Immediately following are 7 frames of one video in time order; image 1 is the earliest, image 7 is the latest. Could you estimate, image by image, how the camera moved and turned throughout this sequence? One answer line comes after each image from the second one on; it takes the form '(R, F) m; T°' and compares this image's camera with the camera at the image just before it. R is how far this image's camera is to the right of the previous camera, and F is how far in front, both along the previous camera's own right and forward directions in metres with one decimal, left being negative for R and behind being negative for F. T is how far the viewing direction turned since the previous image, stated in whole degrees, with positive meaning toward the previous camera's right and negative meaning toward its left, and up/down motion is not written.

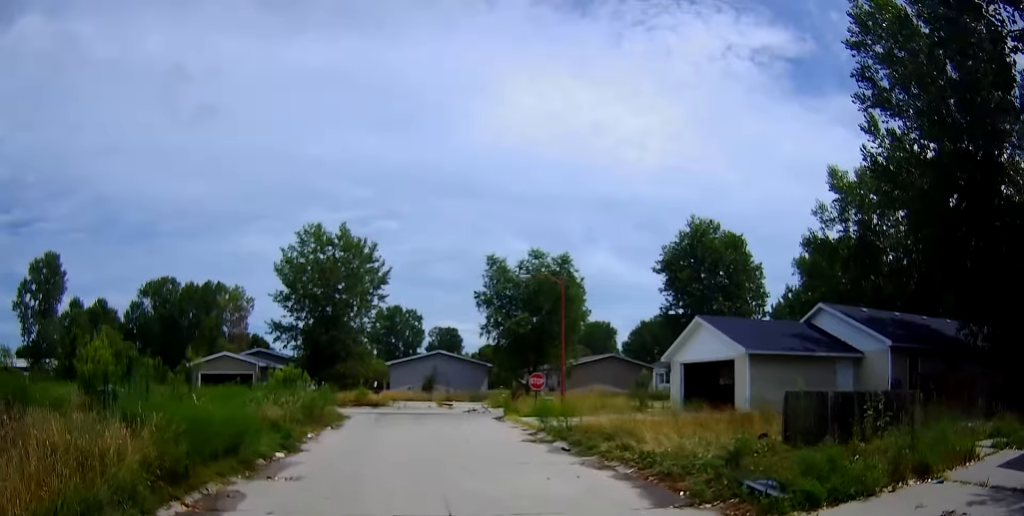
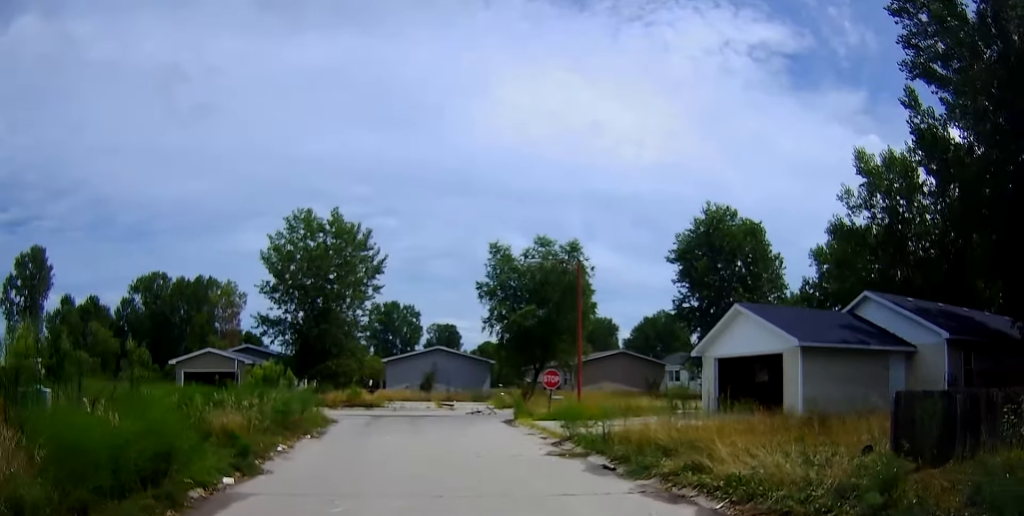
(+0.3, +3.2) m; +1°
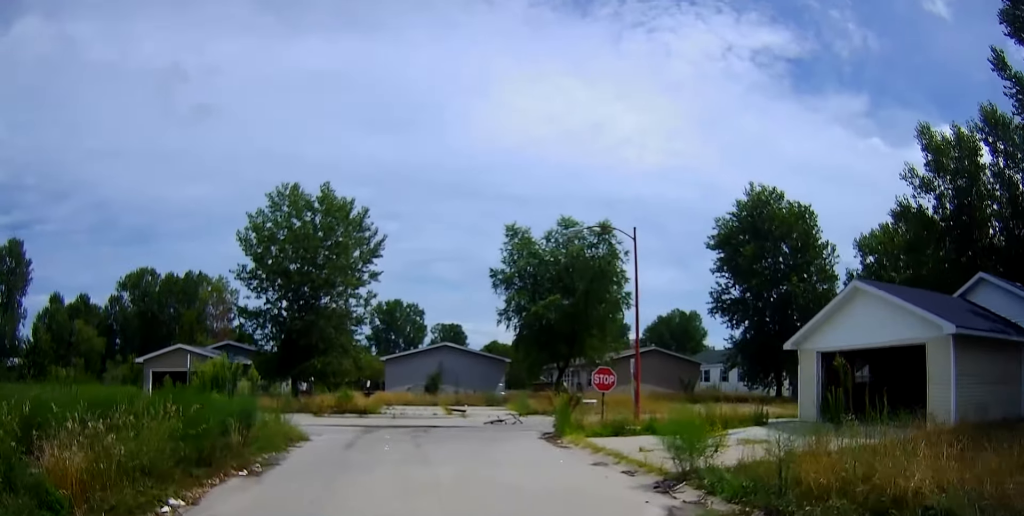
(-0.2, +6.0) m; -4°
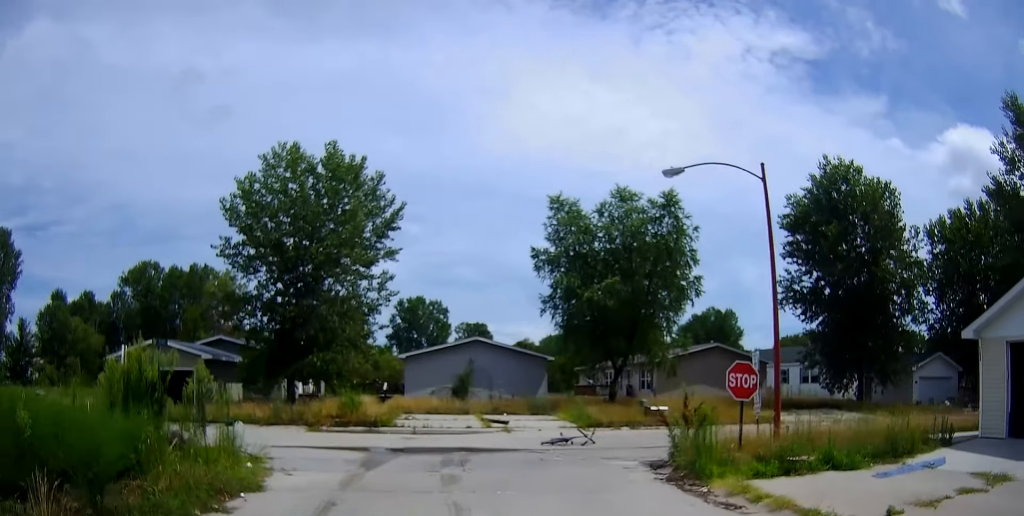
(-0.2, +7.2) m; -2°
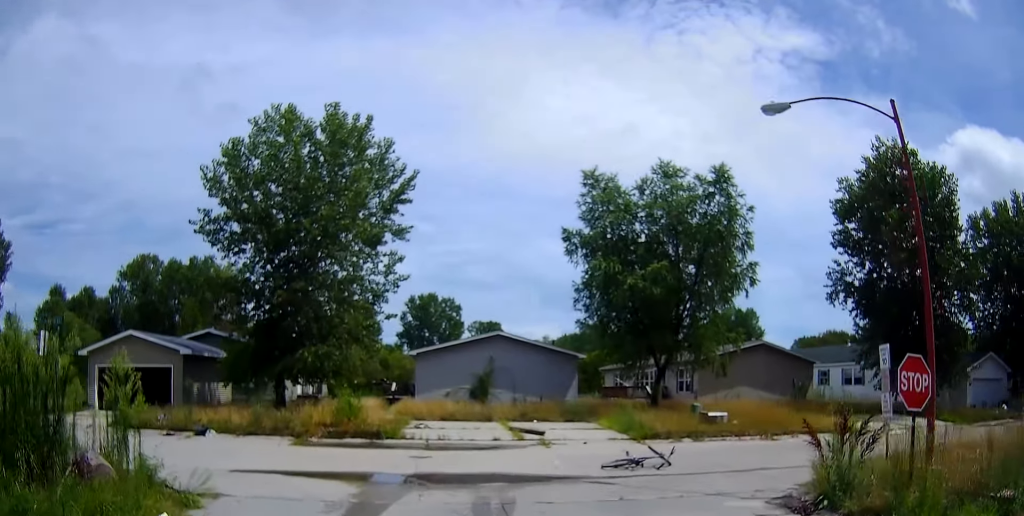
(0.0, +5.0) m; 0°
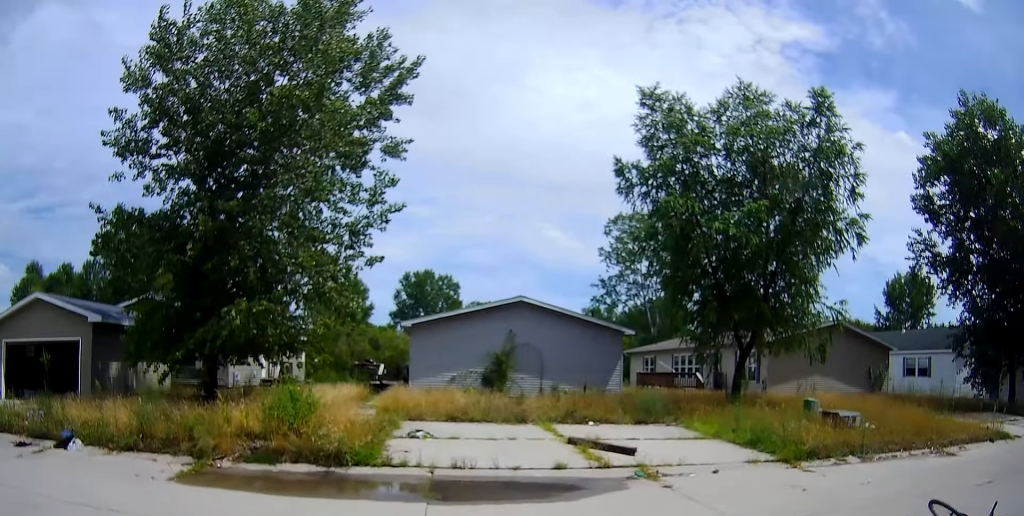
(0.0, +9.2) m; 0°
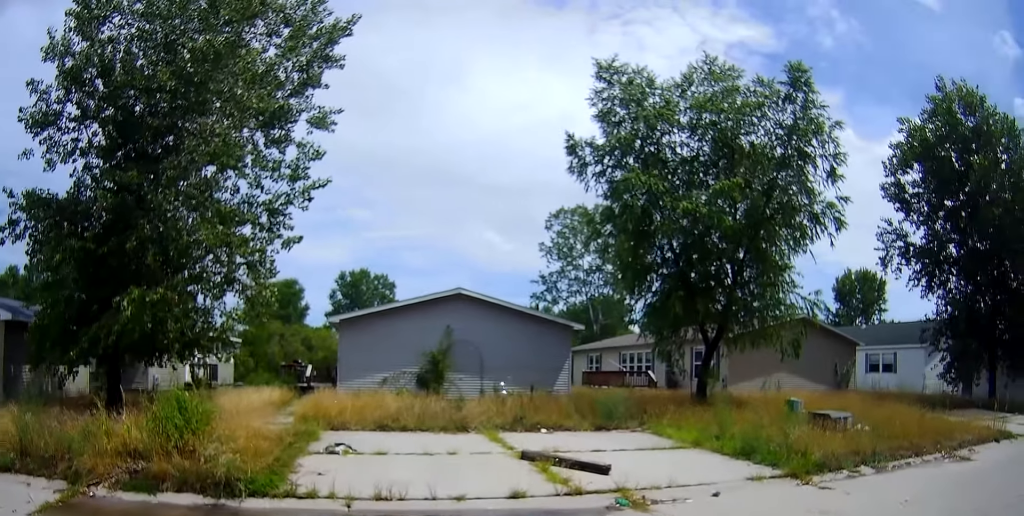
(0.0, +2.5) m; +6°
